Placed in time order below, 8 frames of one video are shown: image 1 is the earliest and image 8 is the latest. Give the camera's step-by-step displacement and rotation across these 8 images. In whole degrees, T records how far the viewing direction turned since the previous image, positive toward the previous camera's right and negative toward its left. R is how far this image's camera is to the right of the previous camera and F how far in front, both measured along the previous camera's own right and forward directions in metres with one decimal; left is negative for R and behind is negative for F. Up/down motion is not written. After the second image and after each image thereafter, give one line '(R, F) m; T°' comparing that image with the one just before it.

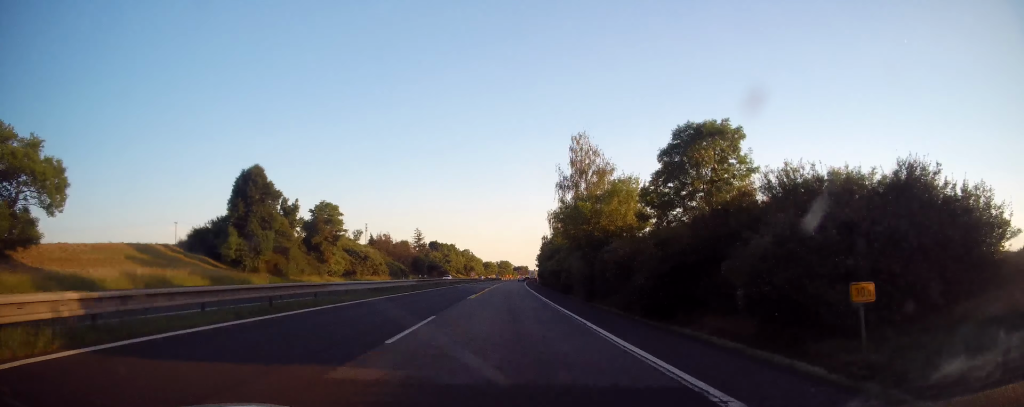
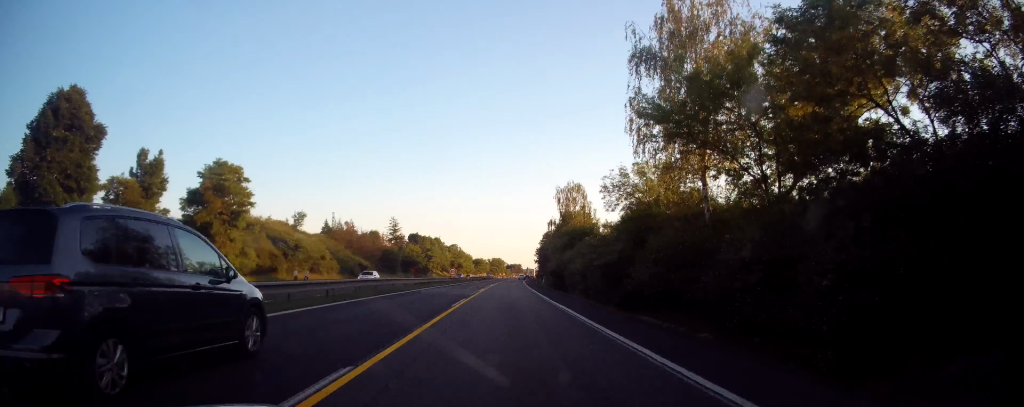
(+0.4, +26.6) m; +1°
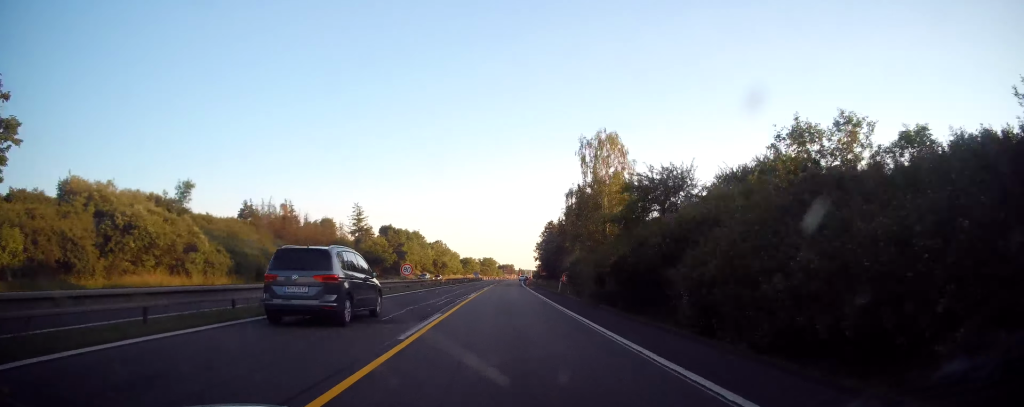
(-0.1, +27.6) m; +1°
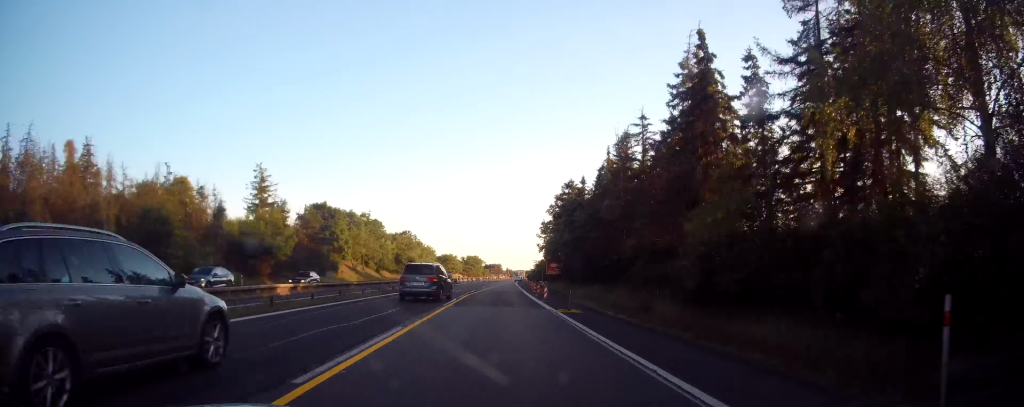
(+1.0, +40.6) m; +1°
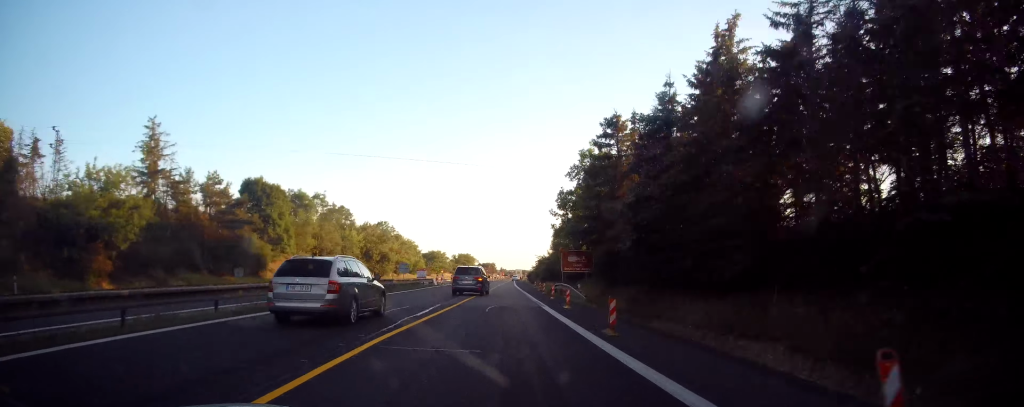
(0.0, +23.5) m; 0°
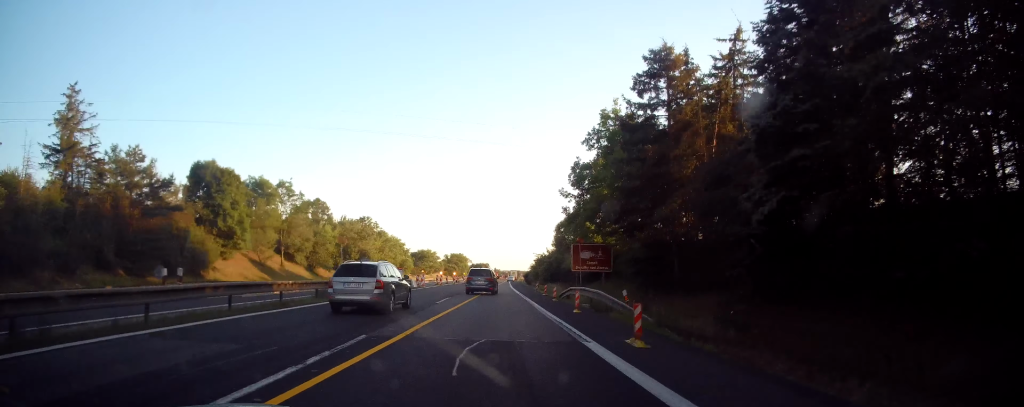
(0.0, +10.9) m; 0°
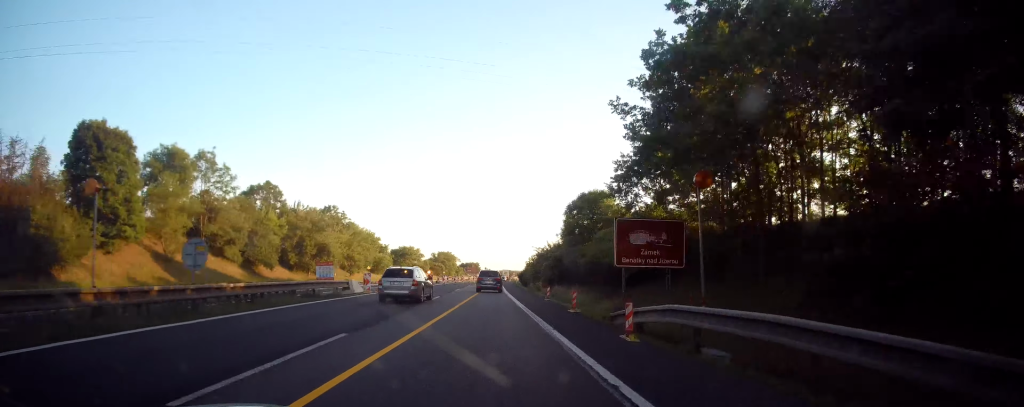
(0.0, +17.5) m; 0°
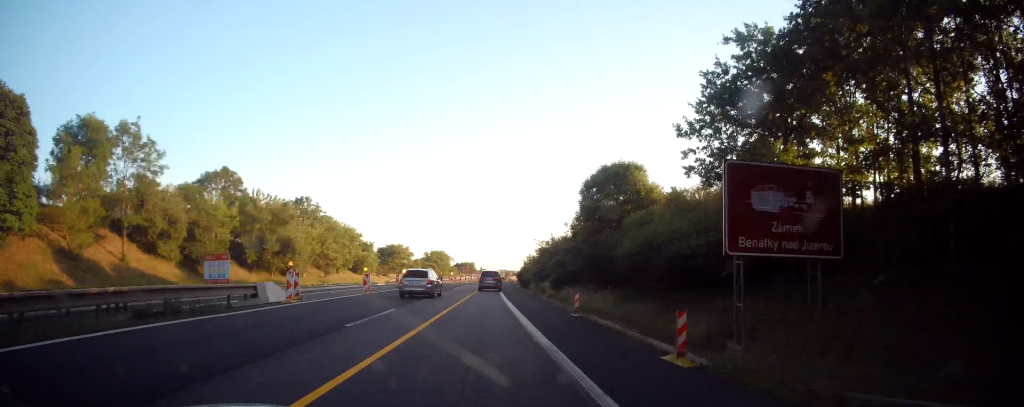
(-0.1, +11.6) m; +1°
